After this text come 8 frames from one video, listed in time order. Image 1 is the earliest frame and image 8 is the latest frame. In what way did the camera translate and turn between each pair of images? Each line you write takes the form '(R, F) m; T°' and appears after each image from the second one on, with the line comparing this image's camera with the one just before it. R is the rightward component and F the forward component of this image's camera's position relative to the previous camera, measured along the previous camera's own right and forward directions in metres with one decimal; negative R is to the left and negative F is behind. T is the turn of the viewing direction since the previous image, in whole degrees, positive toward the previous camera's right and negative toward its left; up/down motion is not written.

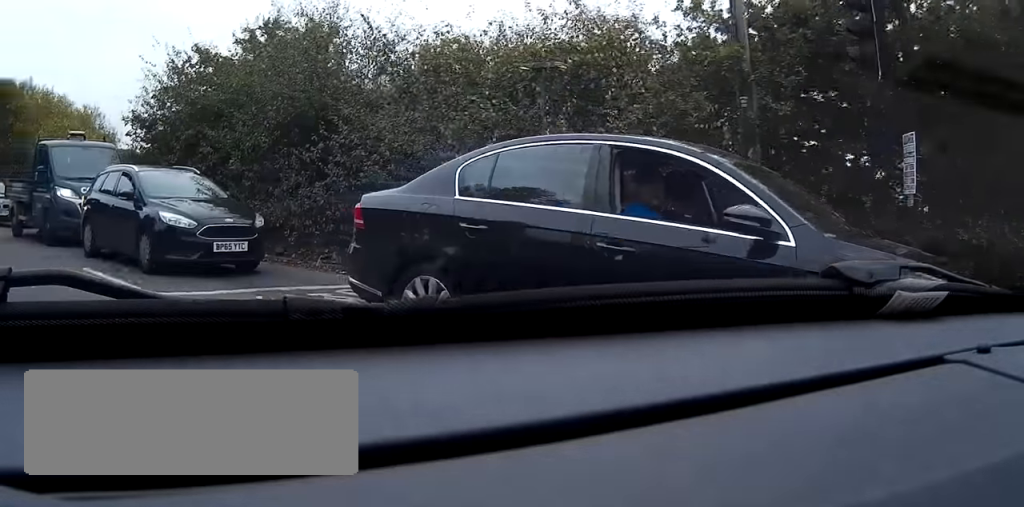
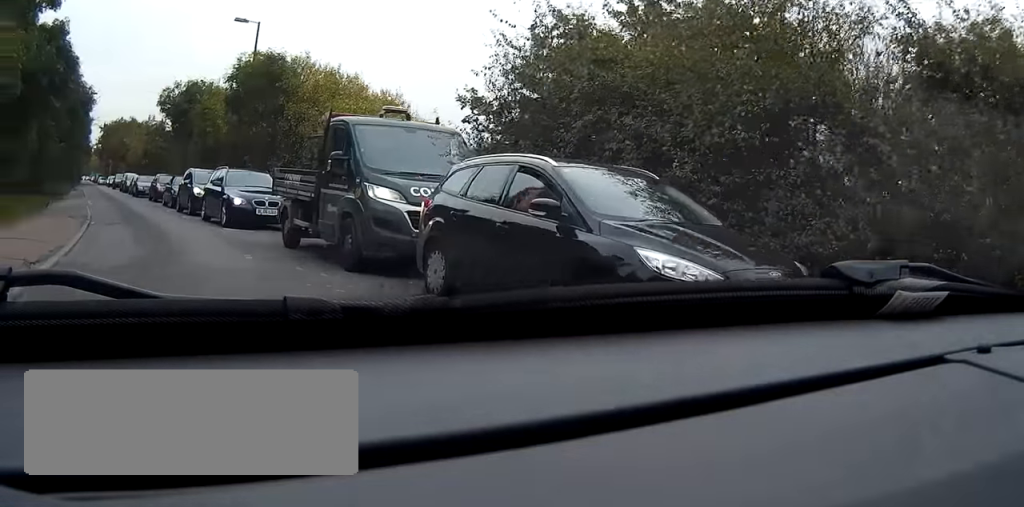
(-1.0, +4.9) m; -17°
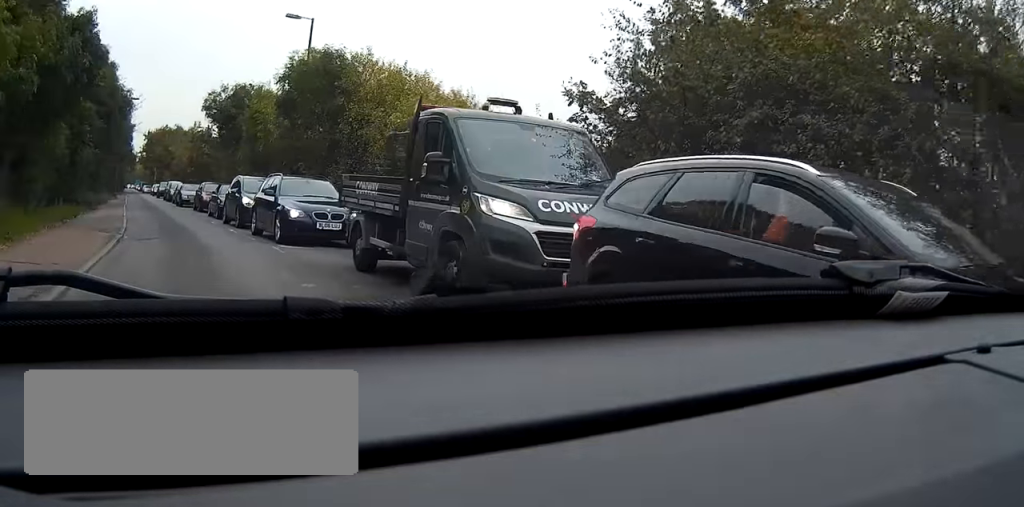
(-0.1, +2.4) m; -5°
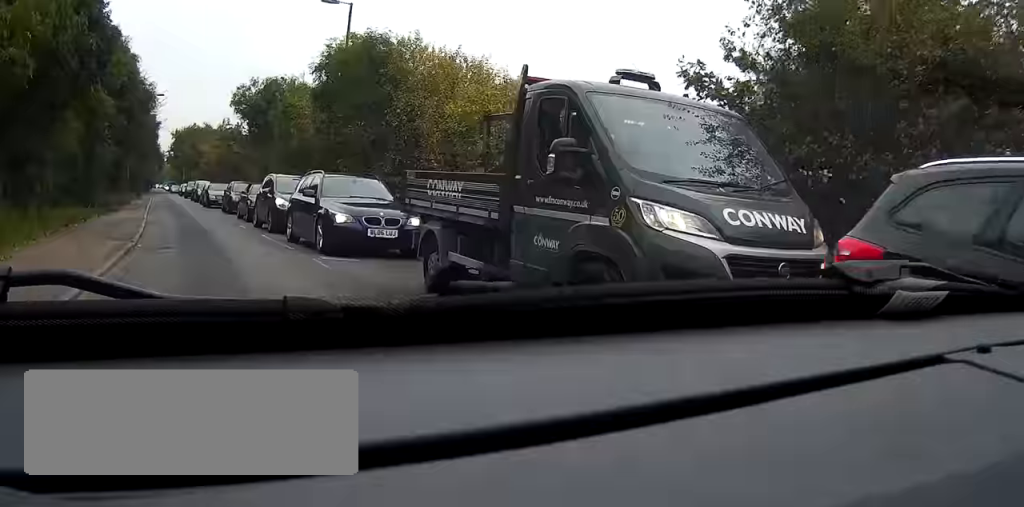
(-0.1, +2.5) m; -1°
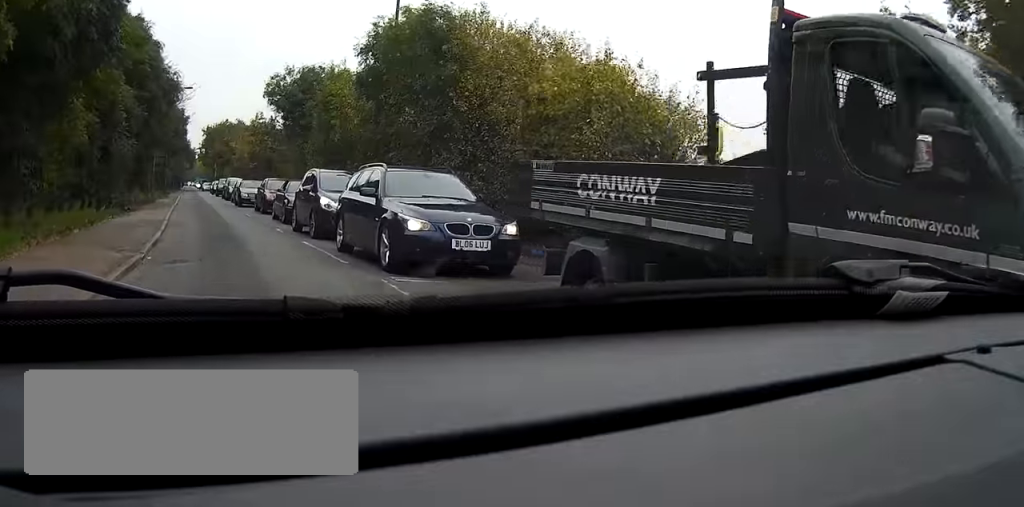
(-0.1, +3.0) m; -1°
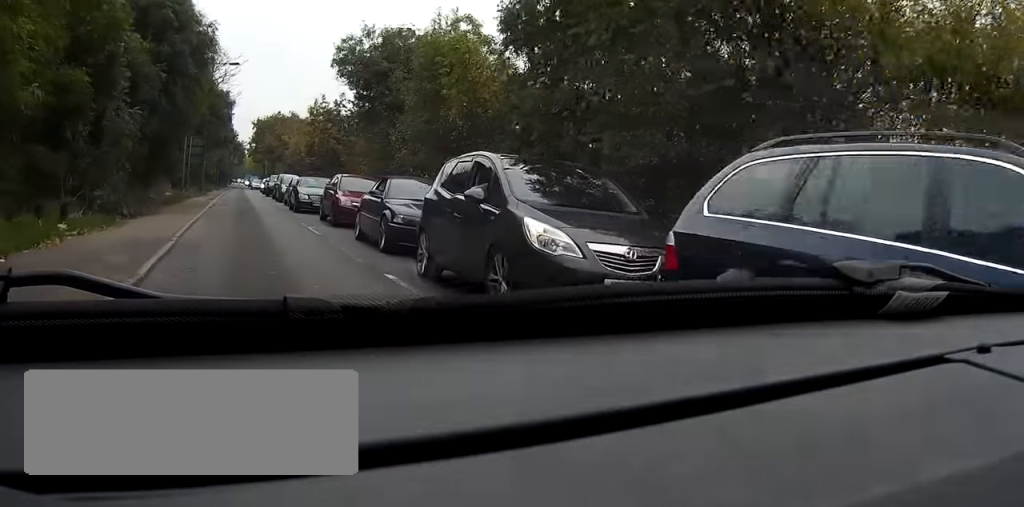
(-0.3, +9.8) m; -4°
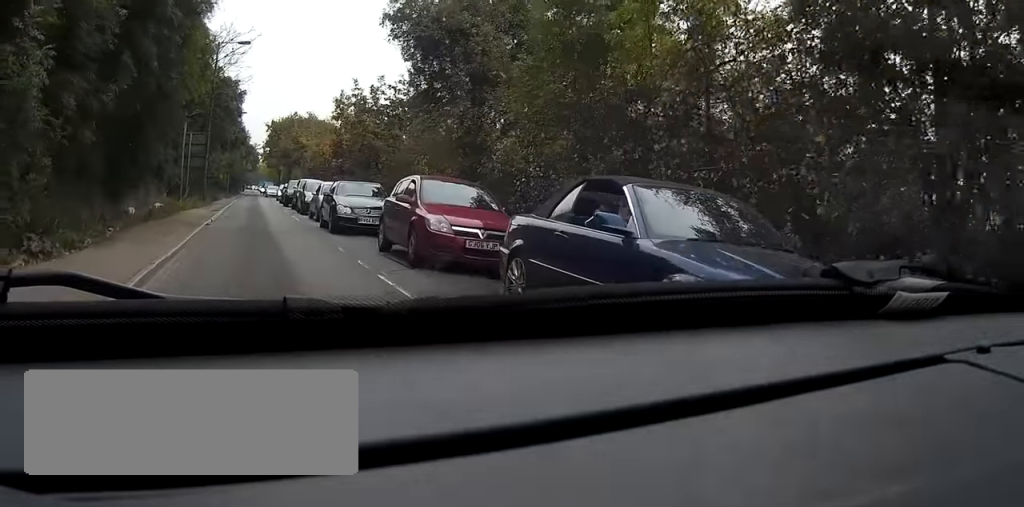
(-0.4, +8.8) m; -3°
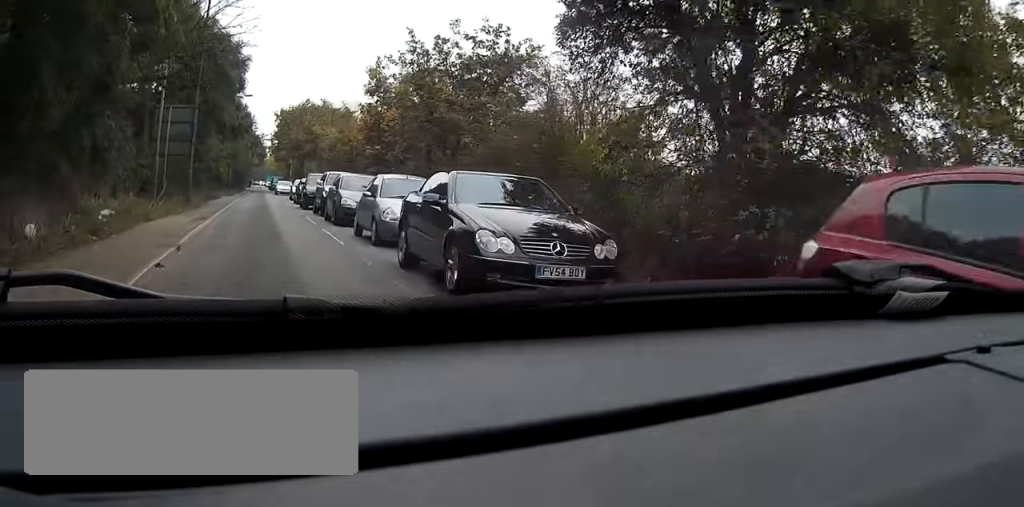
(-0.1, +11.3) m; -1°
